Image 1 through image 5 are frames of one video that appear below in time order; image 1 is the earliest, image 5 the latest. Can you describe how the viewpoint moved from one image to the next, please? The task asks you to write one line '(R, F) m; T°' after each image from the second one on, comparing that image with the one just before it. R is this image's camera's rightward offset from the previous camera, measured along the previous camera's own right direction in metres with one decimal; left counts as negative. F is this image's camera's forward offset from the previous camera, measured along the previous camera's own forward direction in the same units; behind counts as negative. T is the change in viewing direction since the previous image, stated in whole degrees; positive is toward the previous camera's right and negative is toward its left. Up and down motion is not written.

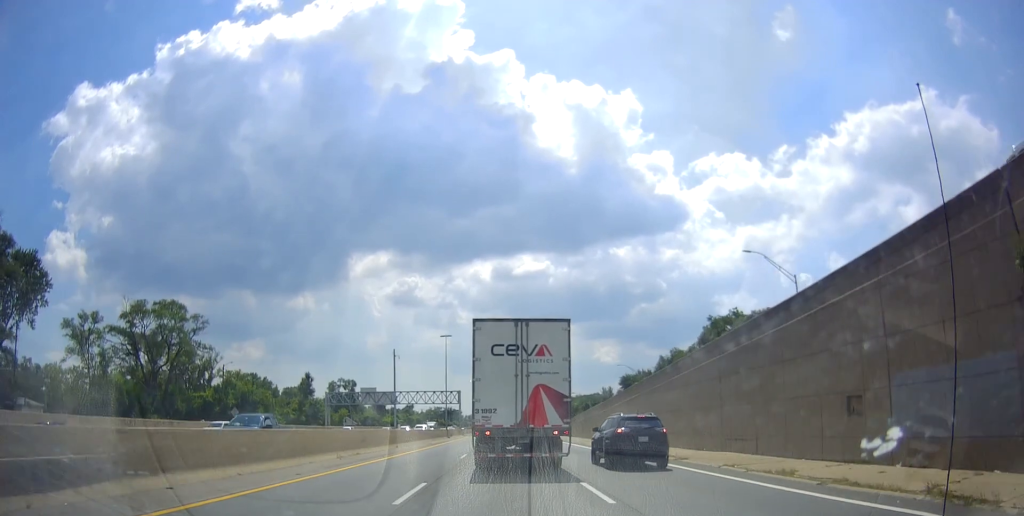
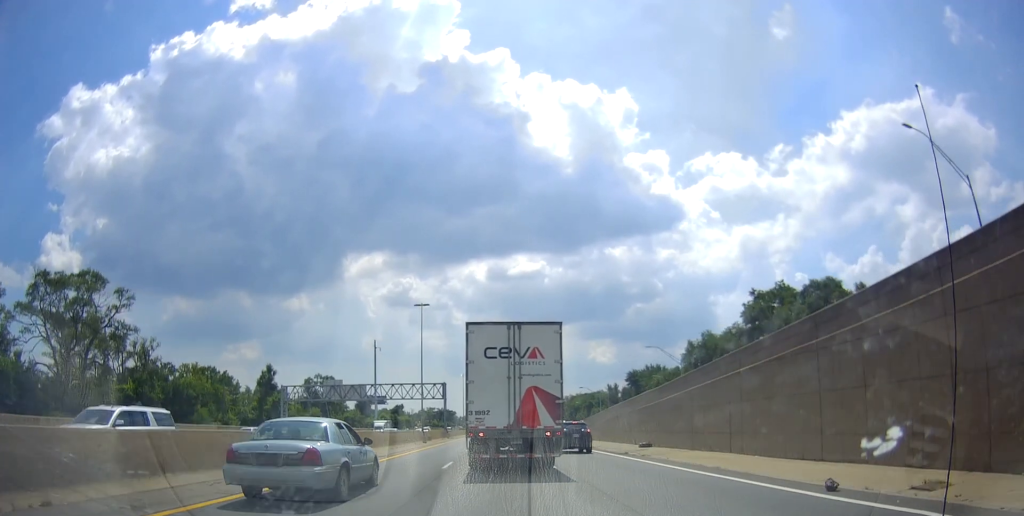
(+0.6, +21.9) m; +3°
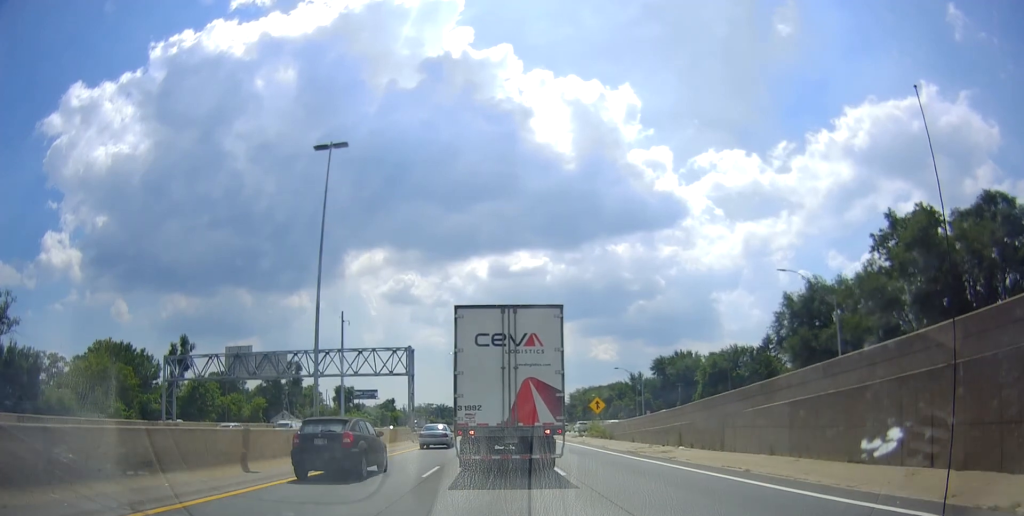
(-1.2, +35.6) m; +1°
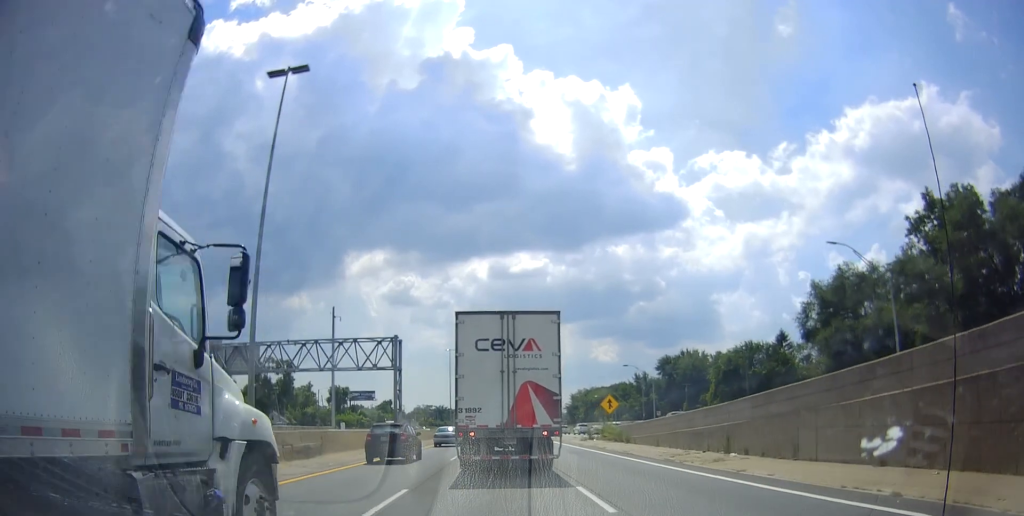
(0.0, +7.8) m; 0°
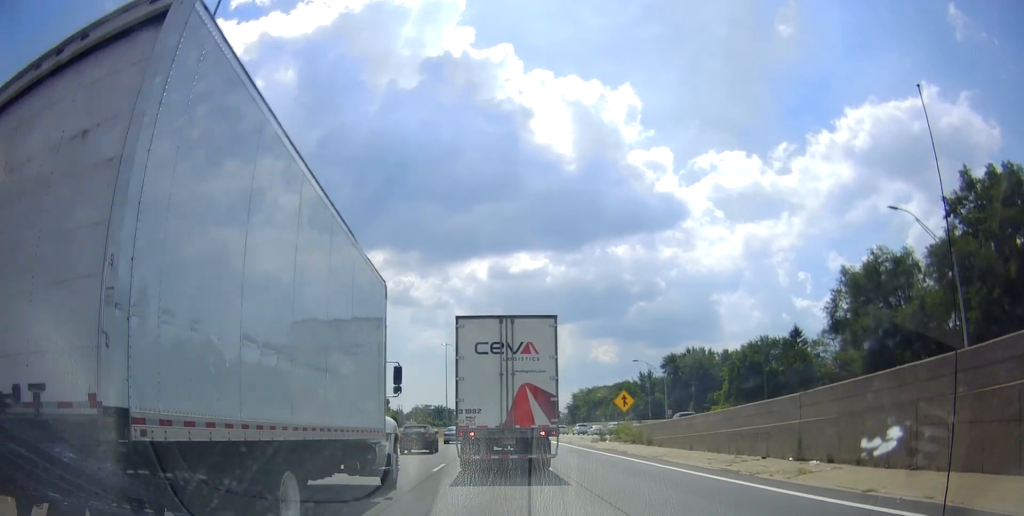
(0.0, +6.7) m; 0°
